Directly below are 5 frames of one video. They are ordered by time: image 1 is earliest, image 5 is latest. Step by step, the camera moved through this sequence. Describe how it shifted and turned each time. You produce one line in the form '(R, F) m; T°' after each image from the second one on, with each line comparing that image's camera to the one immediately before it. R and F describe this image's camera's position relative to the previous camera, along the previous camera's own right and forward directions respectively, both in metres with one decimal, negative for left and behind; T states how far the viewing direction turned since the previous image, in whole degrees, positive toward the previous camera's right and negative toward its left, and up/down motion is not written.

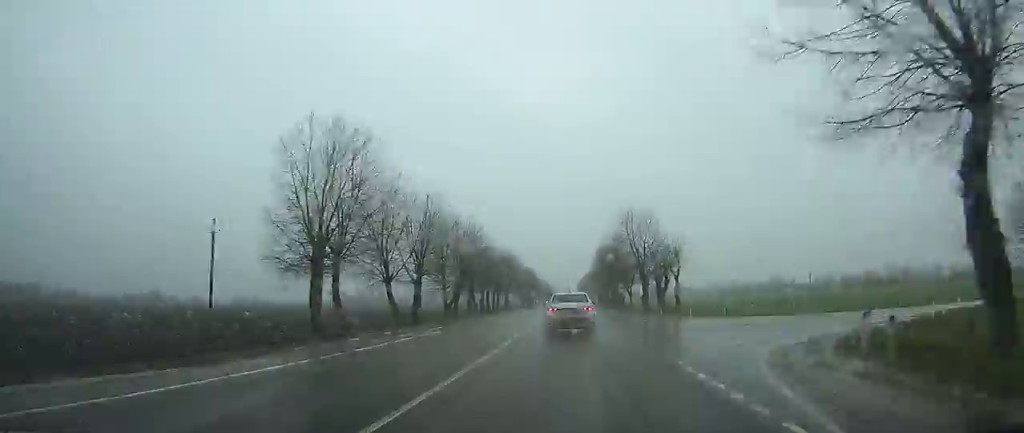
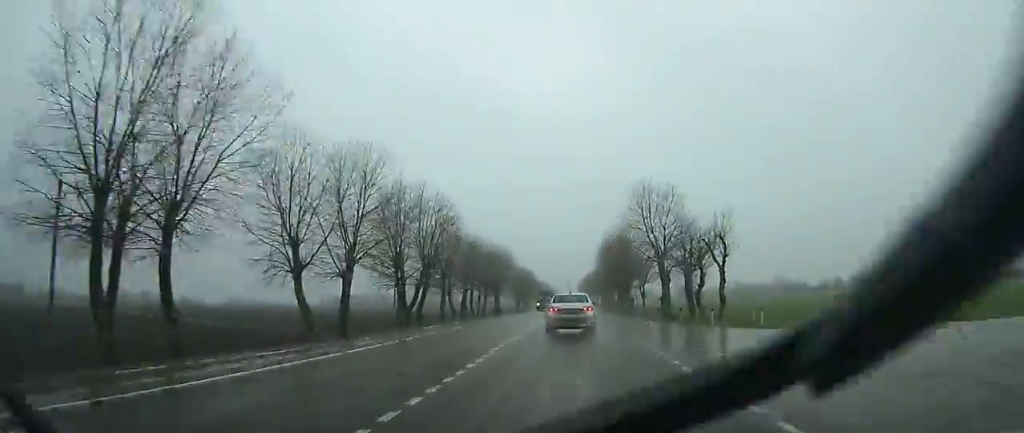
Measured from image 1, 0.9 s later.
(-0.1, +16.5) m; 0°
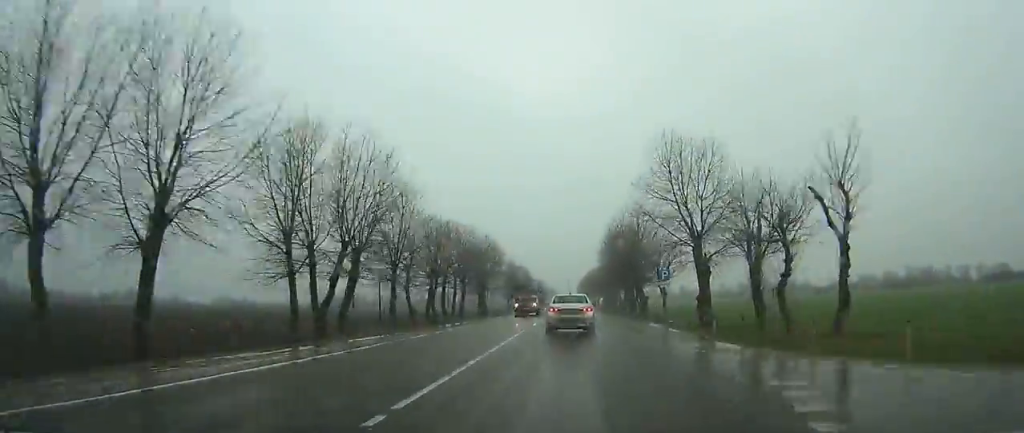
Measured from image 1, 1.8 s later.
(0.0, +17.8) m; 0°
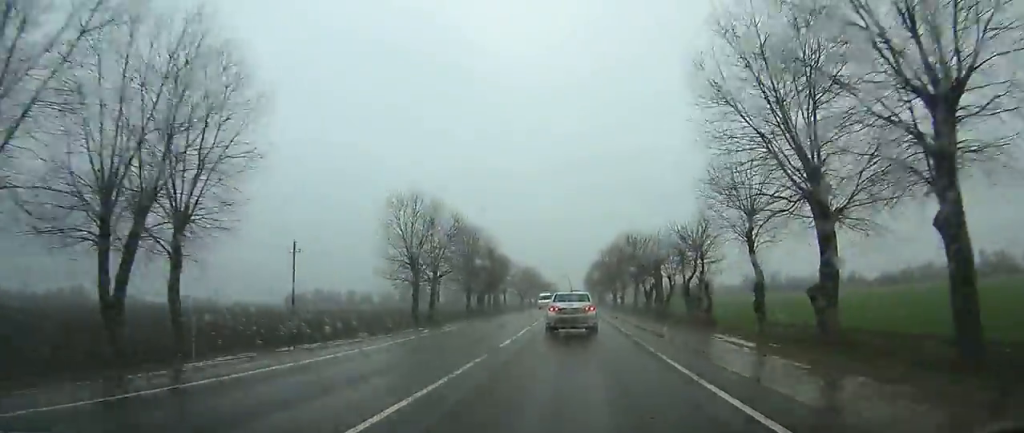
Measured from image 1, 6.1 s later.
(-0.2, +80.5) m; 0°
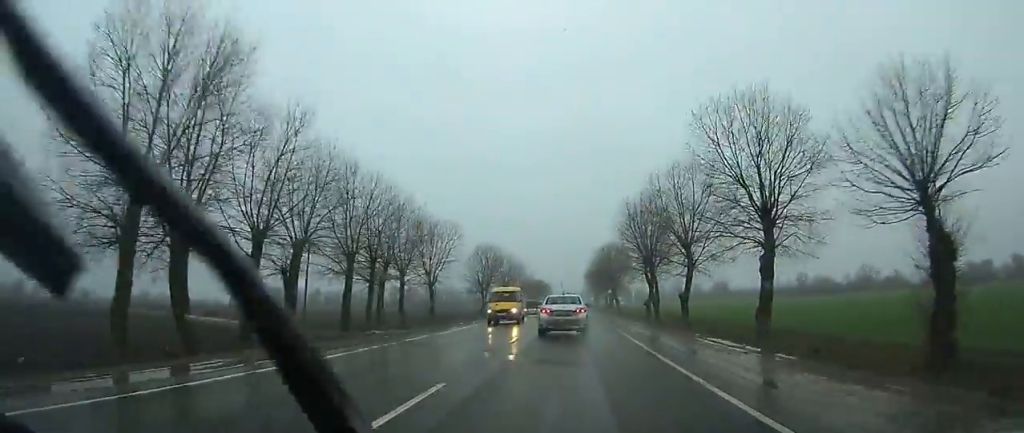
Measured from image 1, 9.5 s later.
(+0.2, +64.0) m; 0°
